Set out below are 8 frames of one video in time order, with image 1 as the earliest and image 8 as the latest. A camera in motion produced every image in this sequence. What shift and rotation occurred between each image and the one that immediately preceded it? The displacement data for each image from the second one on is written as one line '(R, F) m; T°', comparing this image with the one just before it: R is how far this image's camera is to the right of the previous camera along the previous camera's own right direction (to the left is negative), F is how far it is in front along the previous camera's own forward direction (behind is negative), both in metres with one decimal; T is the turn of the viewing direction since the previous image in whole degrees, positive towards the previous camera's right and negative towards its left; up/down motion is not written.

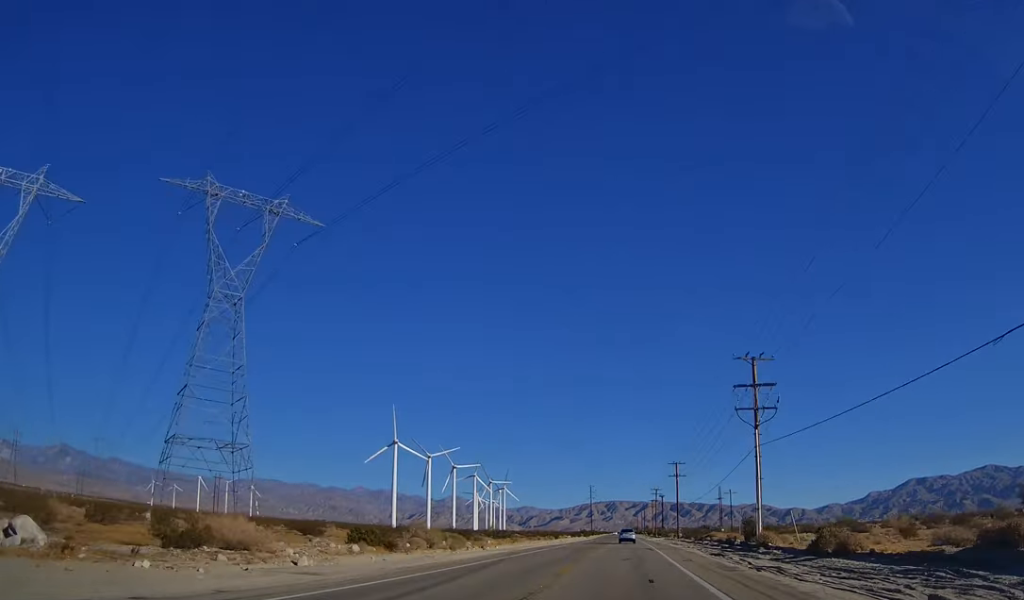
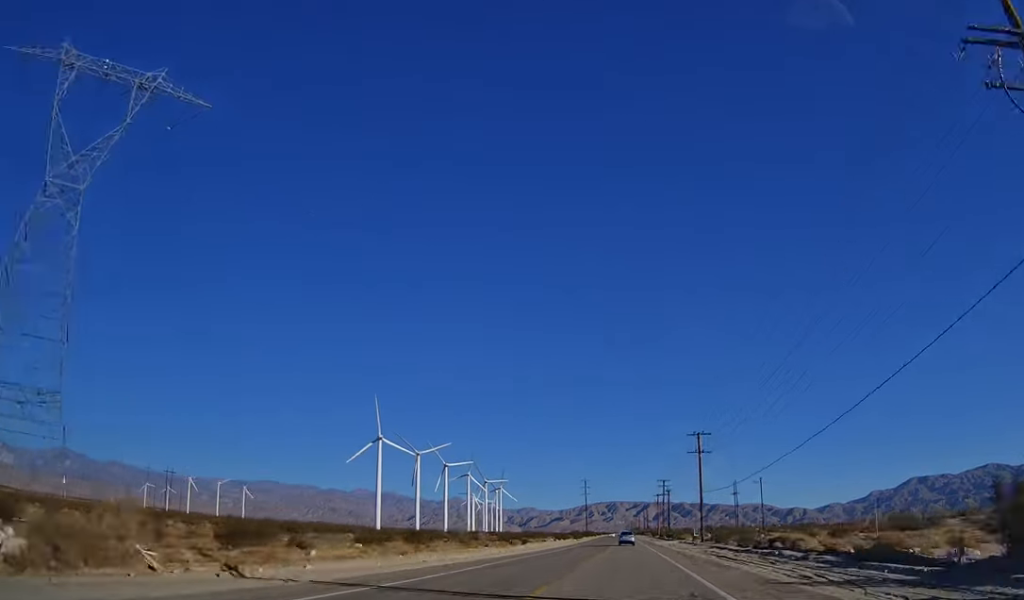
(+0.2, +36.3) m; 0°
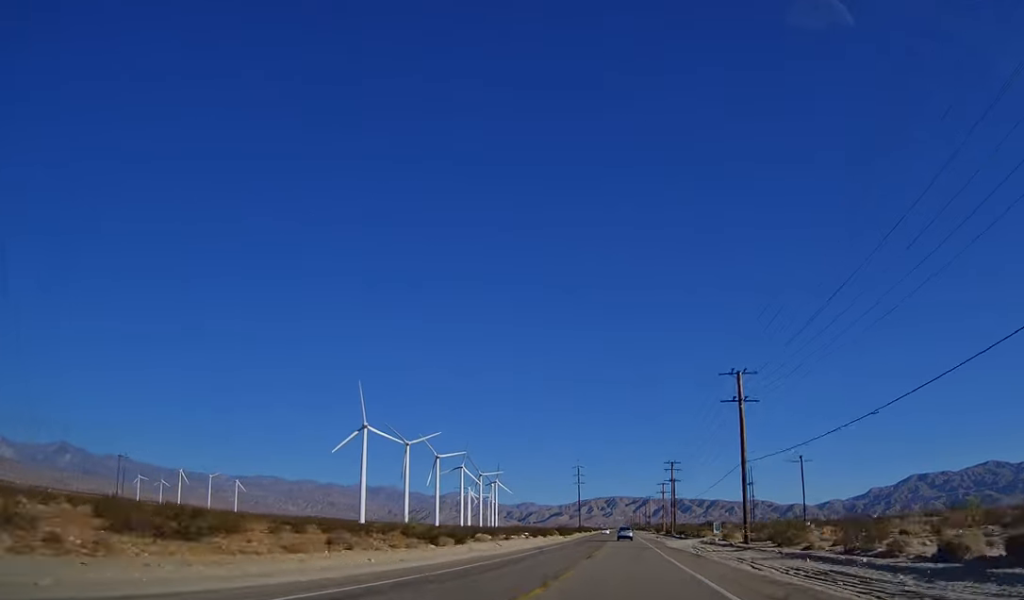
(-0.4, +29.7) m; -1°
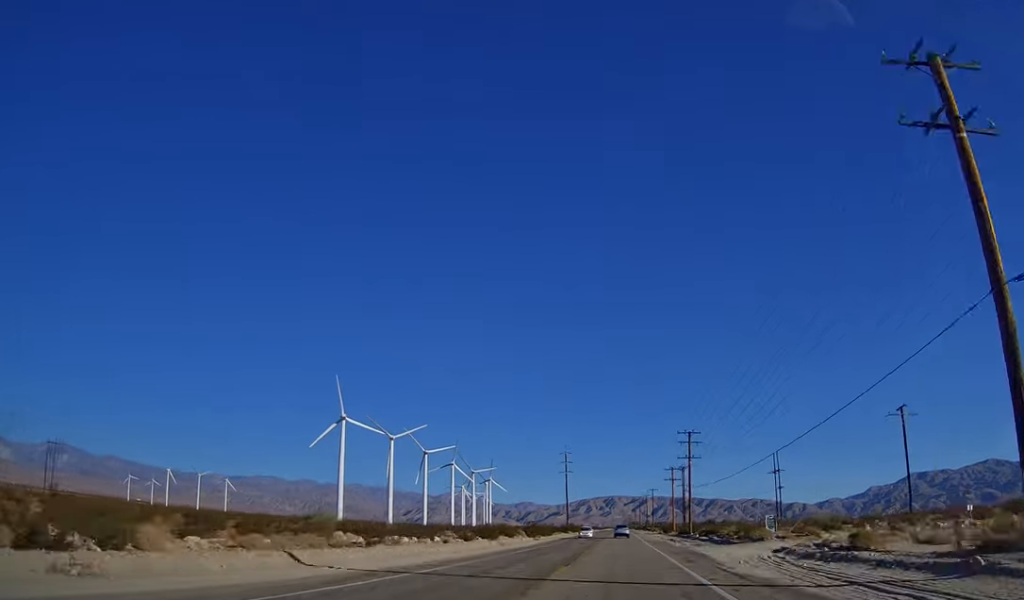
(-0.1, +36.8) m; 0°
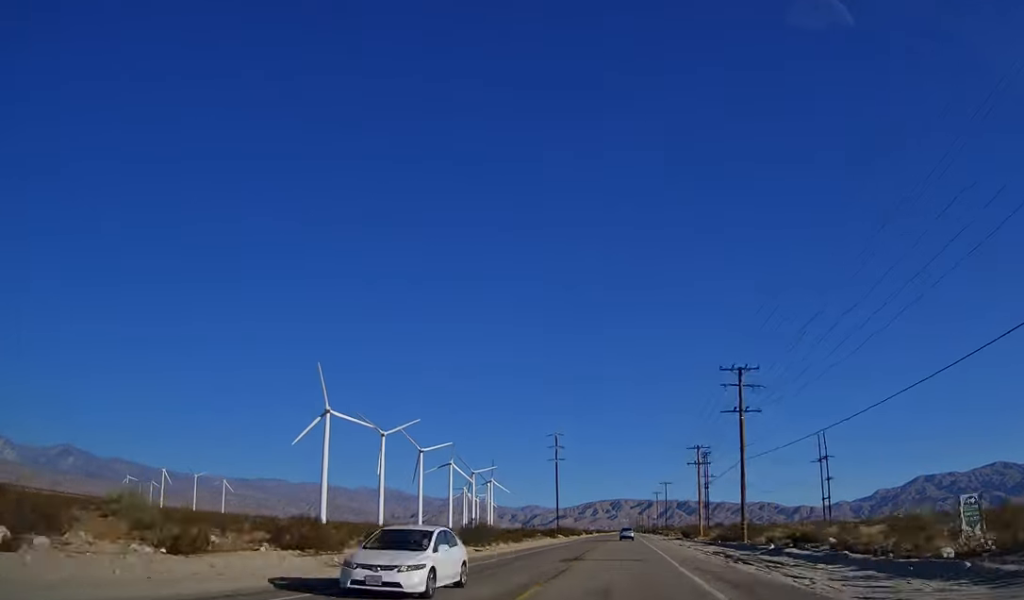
(0.0, +35.2) m; 0°
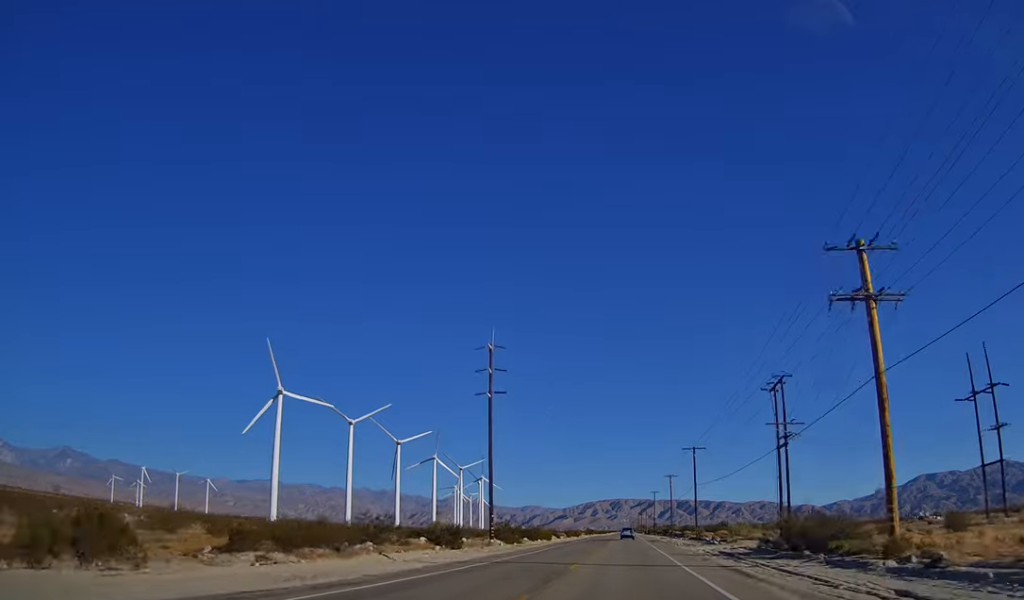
(0.0, +61.9) m; 0°
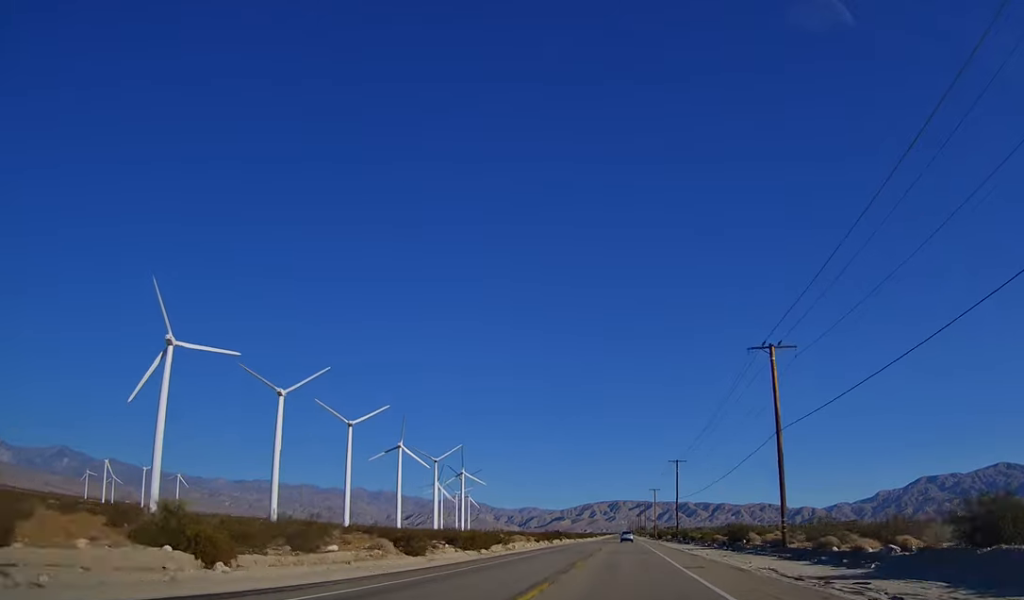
(+0.2, +98.5) m; 0°
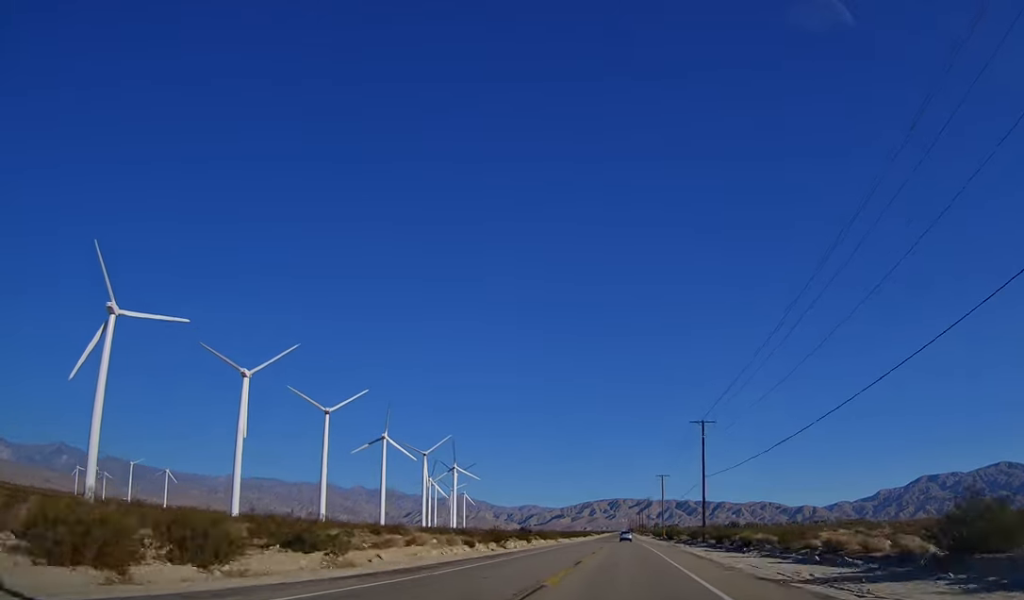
(0.0, +38.1) m; 0°
